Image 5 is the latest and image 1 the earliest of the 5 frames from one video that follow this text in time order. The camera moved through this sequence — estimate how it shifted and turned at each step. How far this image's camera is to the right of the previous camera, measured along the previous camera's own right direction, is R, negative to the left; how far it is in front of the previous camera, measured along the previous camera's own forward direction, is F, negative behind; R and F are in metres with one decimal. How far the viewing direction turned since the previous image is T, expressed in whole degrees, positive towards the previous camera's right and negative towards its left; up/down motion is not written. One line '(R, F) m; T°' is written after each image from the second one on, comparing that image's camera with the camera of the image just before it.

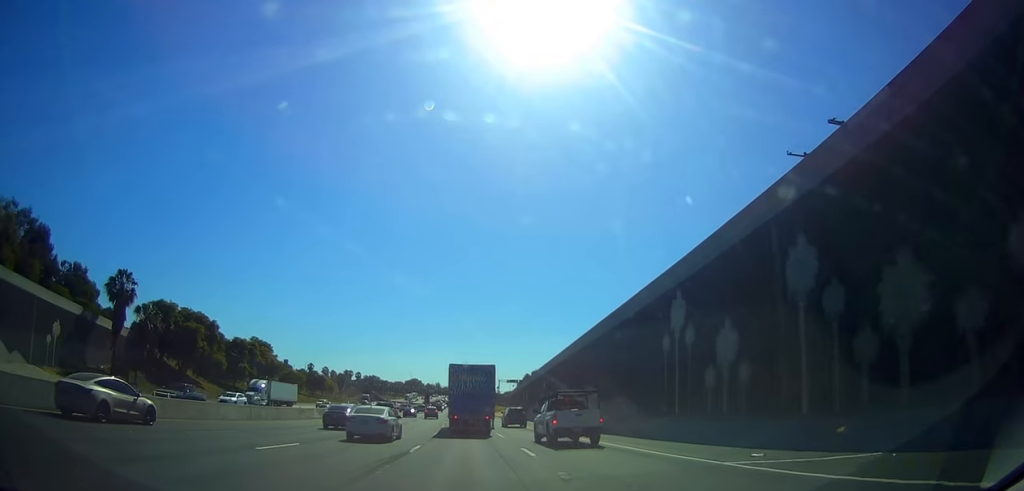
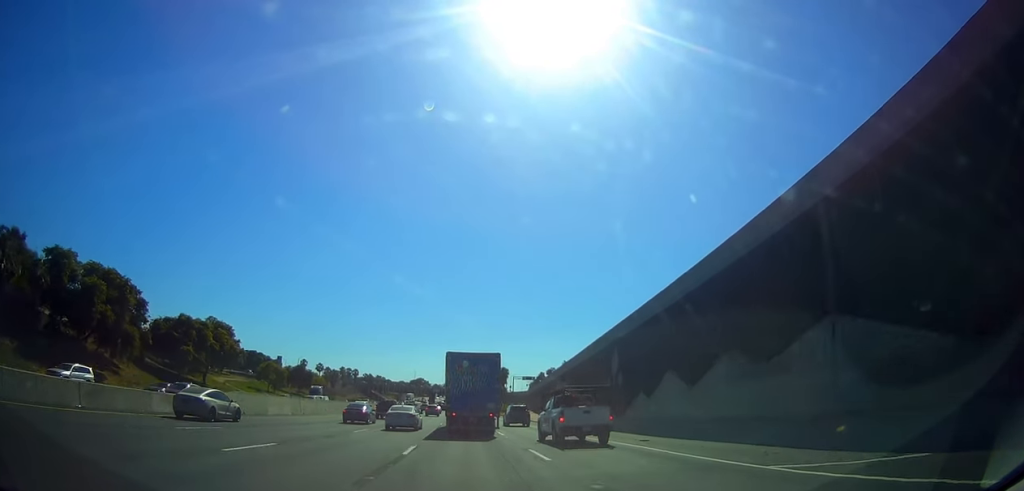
(+1.3, +33.1) m; +2°
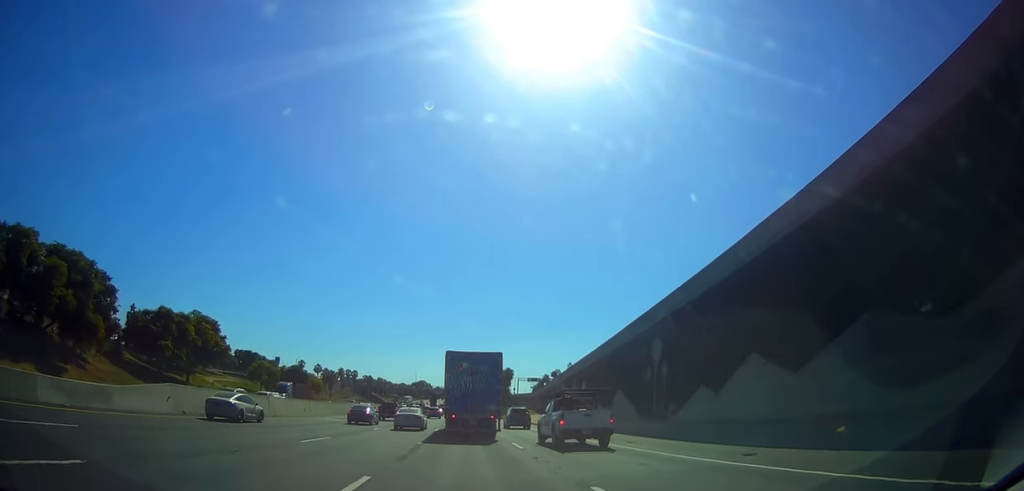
(-0.3, +9.6) m; -1°
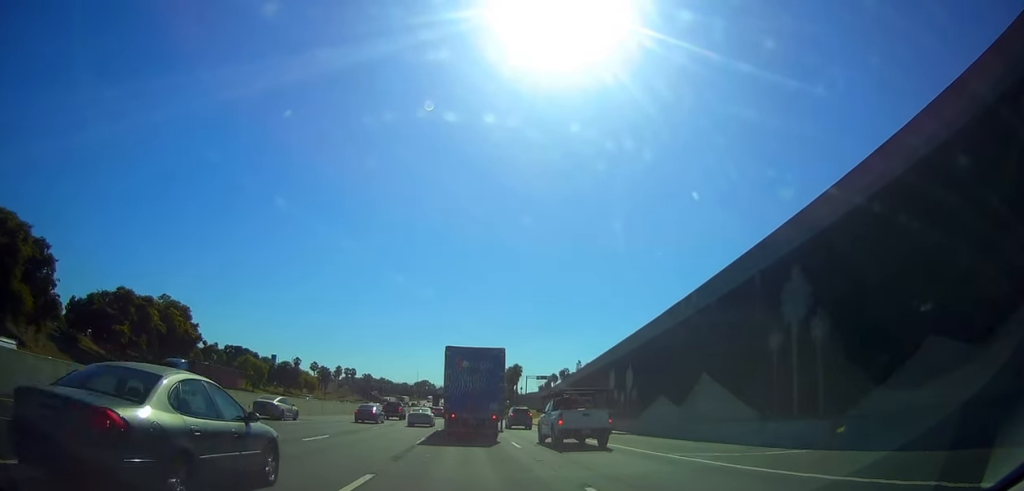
(-0.5, +16.3) m; -2°
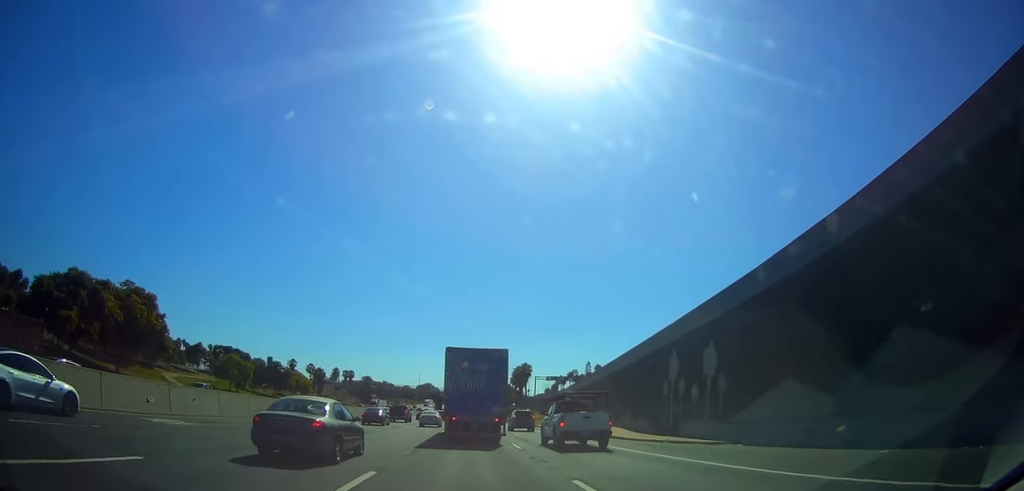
(-0.1, +15.3) m; +1°
